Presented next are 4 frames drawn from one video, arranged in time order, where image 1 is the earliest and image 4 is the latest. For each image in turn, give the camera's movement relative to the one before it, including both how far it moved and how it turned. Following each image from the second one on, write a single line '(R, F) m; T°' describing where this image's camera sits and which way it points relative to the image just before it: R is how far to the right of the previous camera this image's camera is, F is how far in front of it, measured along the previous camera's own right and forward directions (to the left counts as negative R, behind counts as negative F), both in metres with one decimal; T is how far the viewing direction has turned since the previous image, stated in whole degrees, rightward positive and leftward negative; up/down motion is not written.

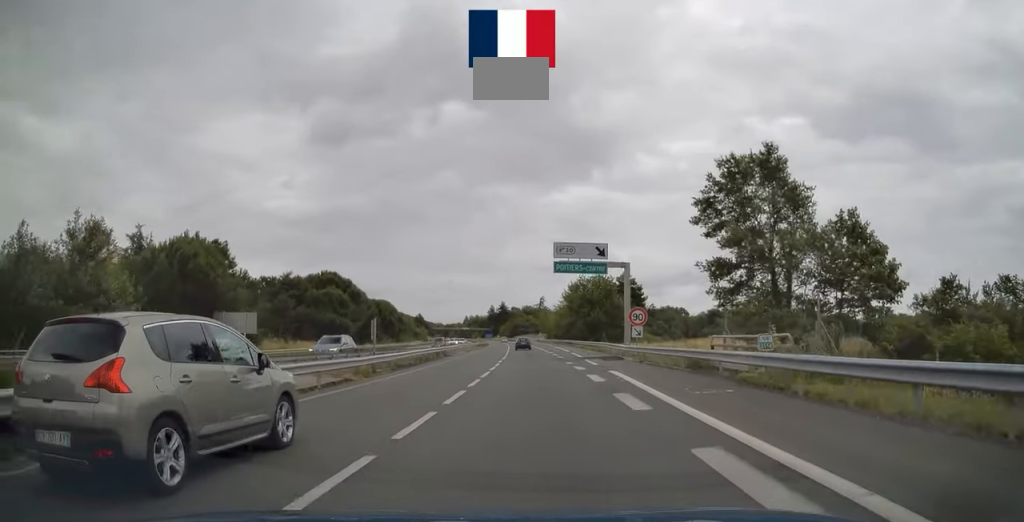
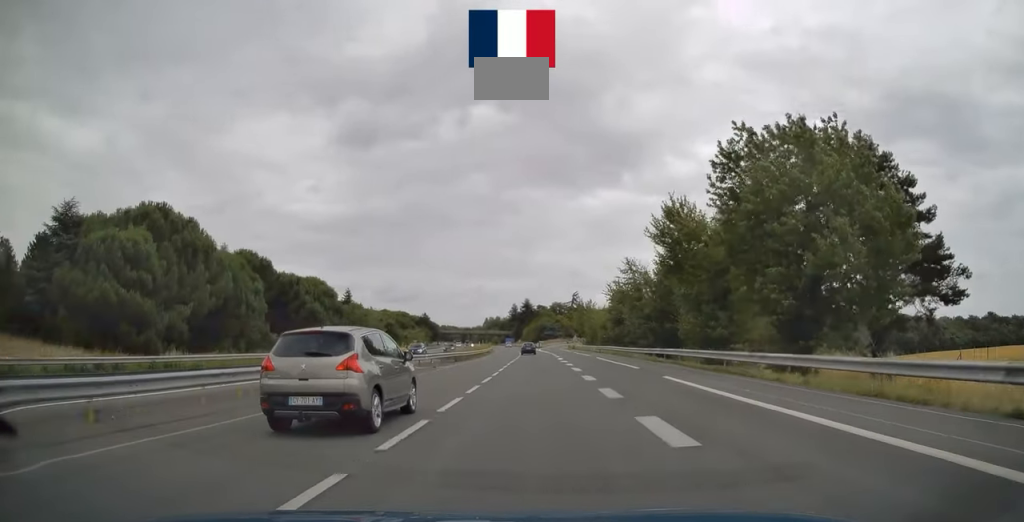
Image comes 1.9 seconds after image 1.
(-1.5, +62.5) m; -3°
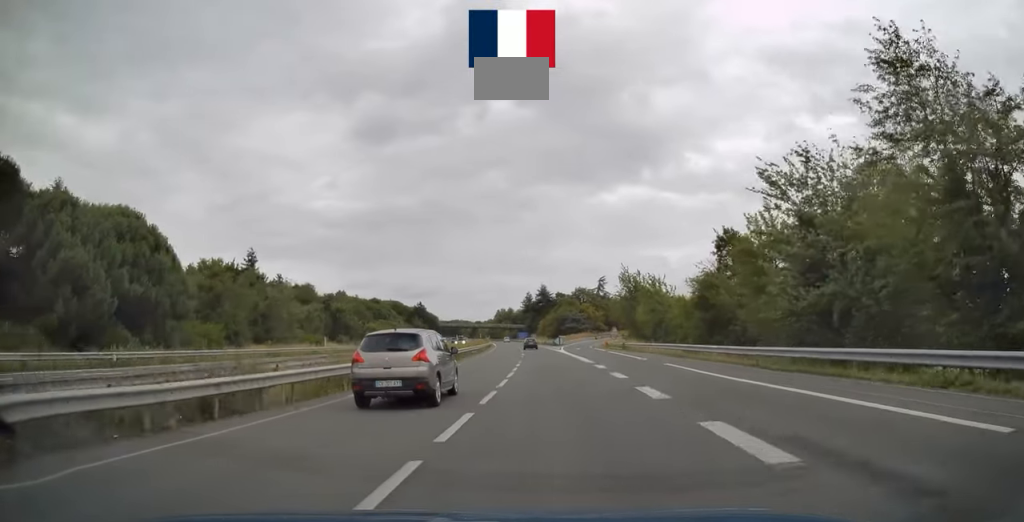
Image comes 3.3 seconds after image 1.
(-0.9, +47.8) m; -2°
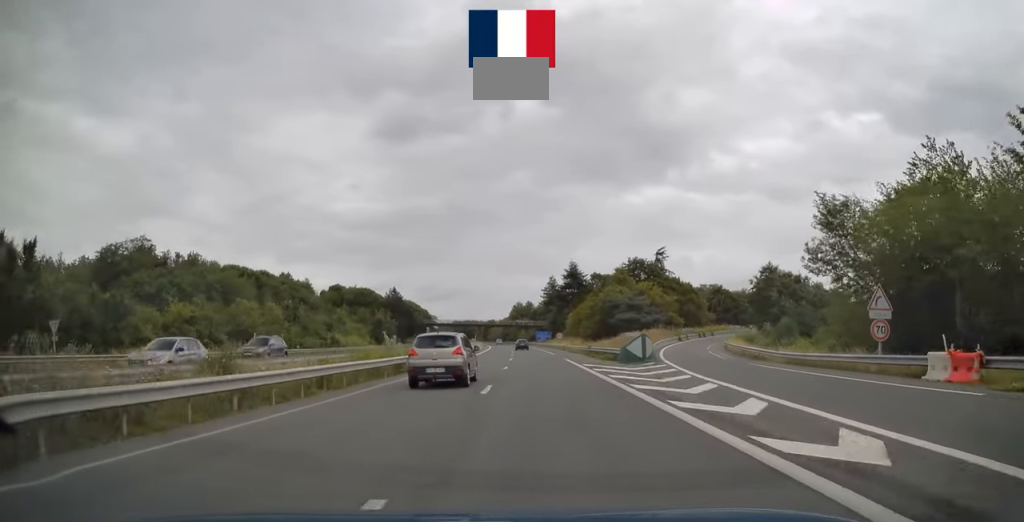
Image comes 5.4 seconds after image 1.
(-1.3, +72.5) m; -3°
